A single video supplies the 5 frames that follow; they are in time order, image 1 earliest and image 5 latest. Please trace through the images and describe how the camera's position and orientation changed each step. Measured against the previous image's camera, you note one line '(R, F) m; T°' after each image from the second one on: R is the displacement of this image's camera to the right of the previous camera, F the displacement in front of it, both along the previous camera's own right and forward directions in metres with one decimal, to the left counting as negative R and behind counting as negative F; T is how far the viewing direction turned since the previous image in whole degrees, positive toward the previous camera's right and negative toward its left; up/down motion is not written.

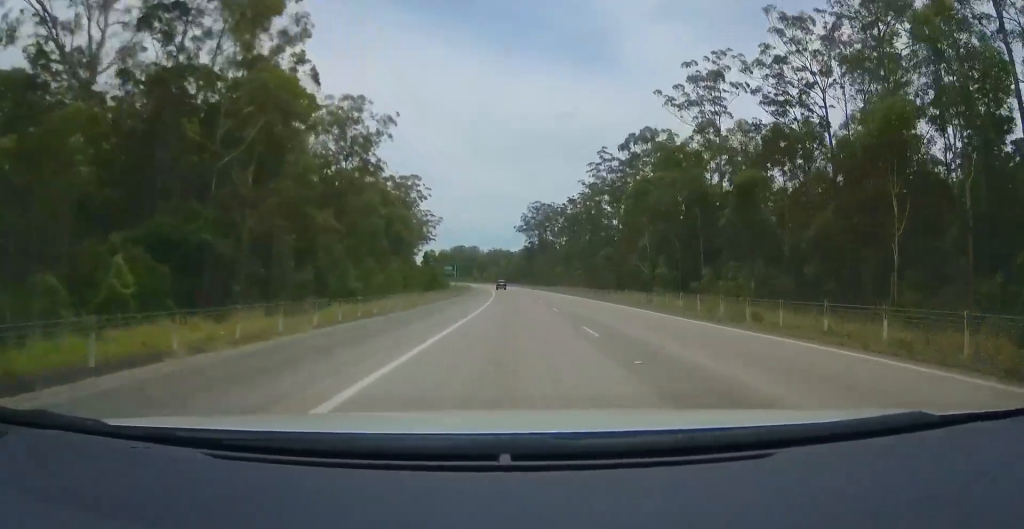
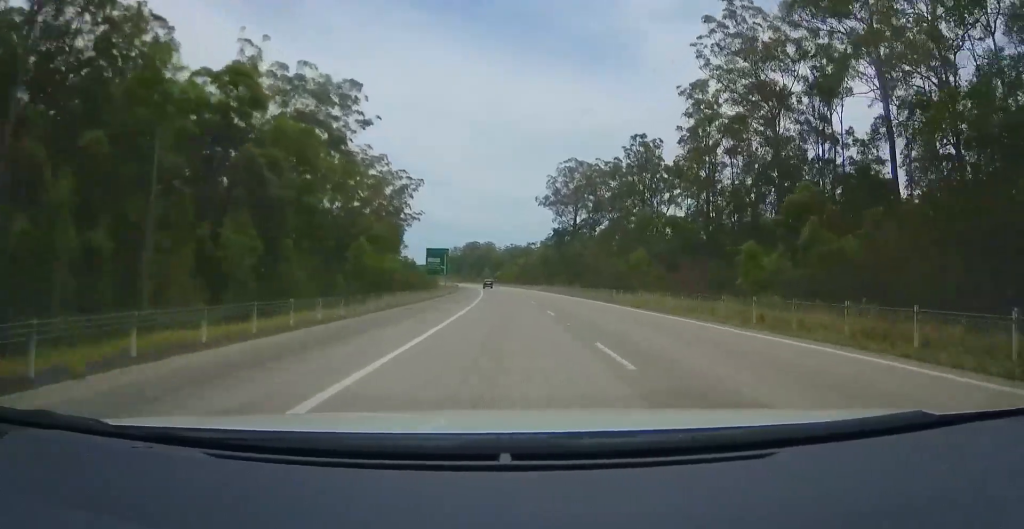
(-1.8, +66.7) m; -3°
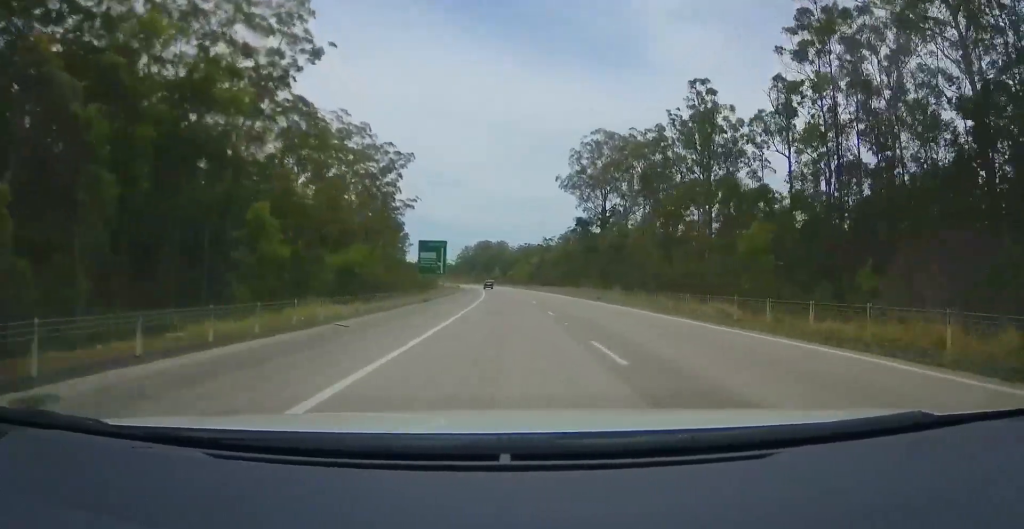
(-0.1, +24.3) m; -2°
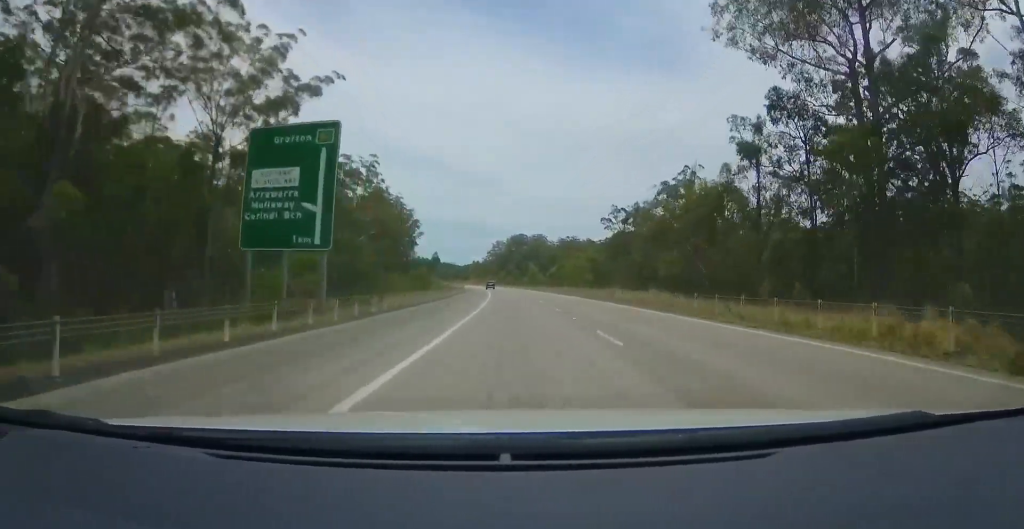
(-2.0, +71.5) m; -3°
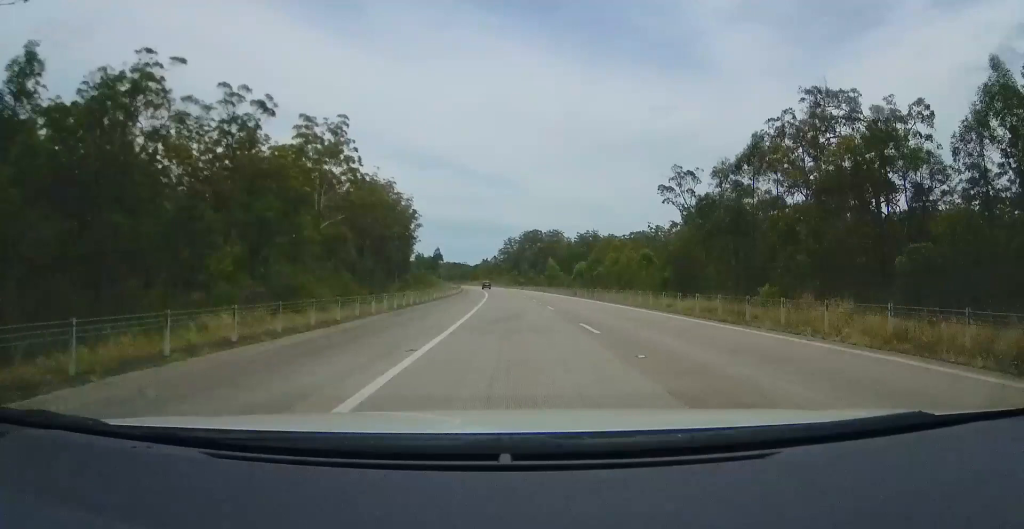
(-0.5, +33.7) m; -2°
